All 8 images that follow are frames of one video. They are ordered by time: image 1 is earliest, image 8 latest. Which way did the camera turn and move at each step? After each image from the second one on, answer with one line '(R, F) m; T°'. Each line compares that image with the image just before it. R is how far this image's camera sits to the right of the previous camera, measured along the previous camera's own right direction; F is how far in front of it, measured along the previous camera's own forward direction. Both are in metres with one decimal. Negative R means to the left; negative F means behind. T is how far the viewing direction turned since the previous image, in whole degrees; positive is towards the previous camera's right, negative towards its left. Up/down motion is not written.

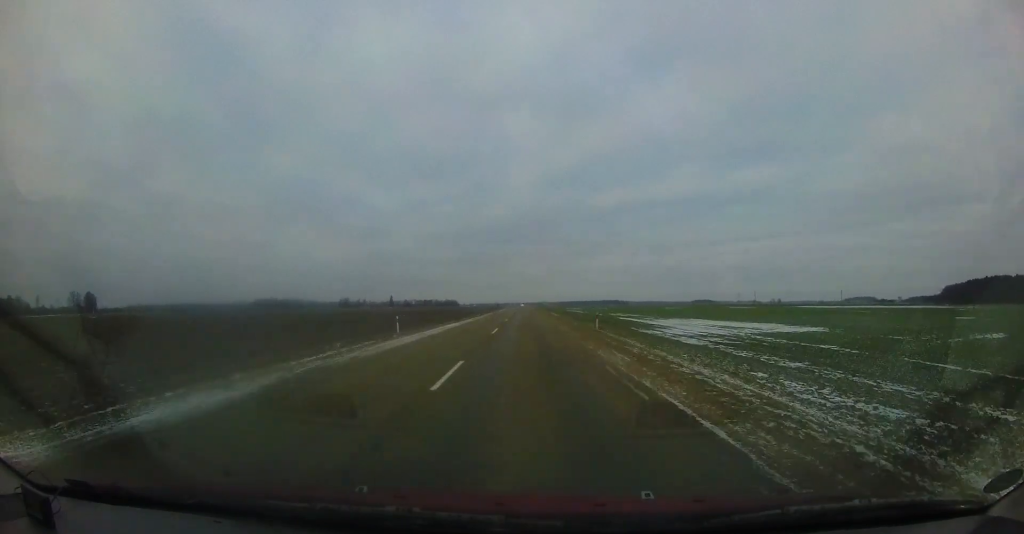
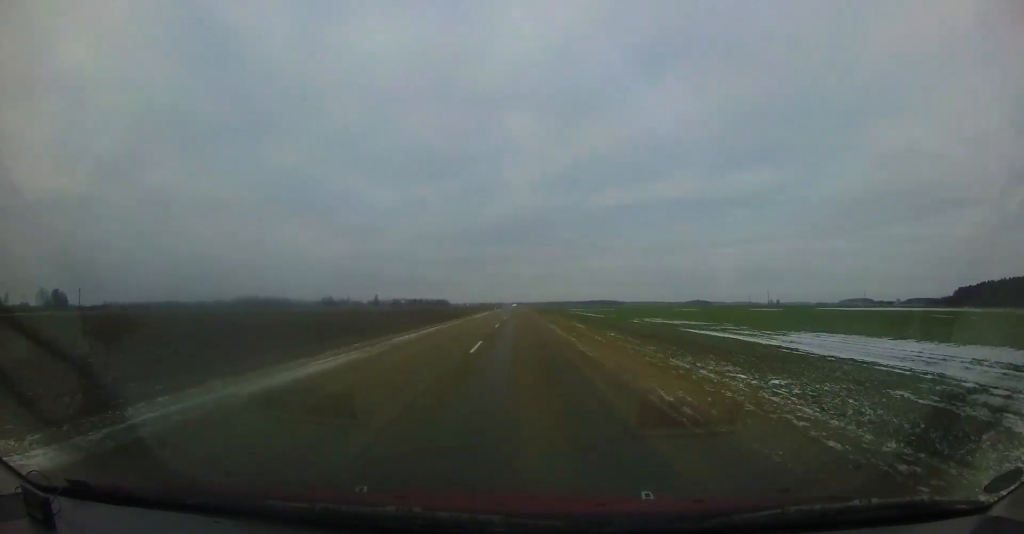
(+0.4, +31.2) m; +1°
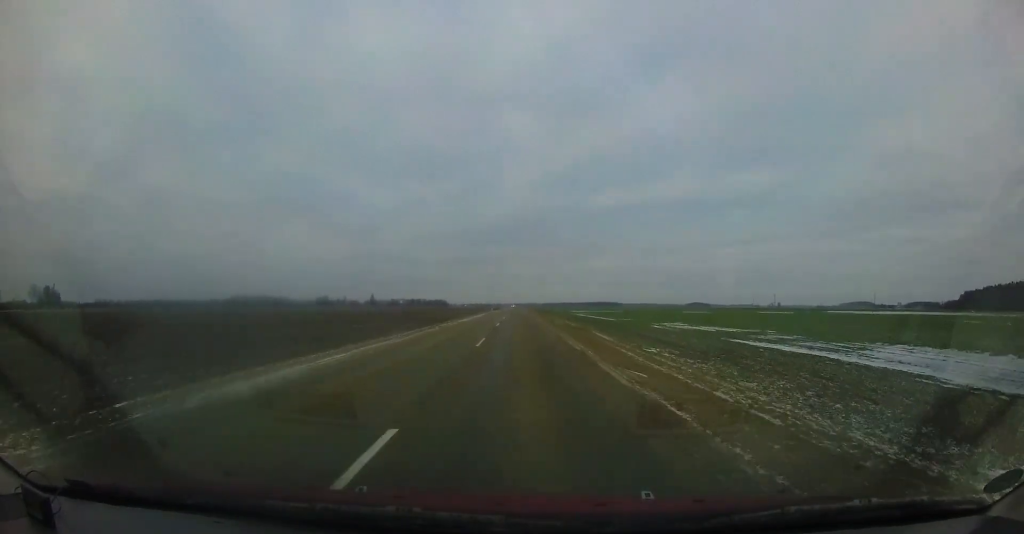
(0.0, +9.8) m; 0°
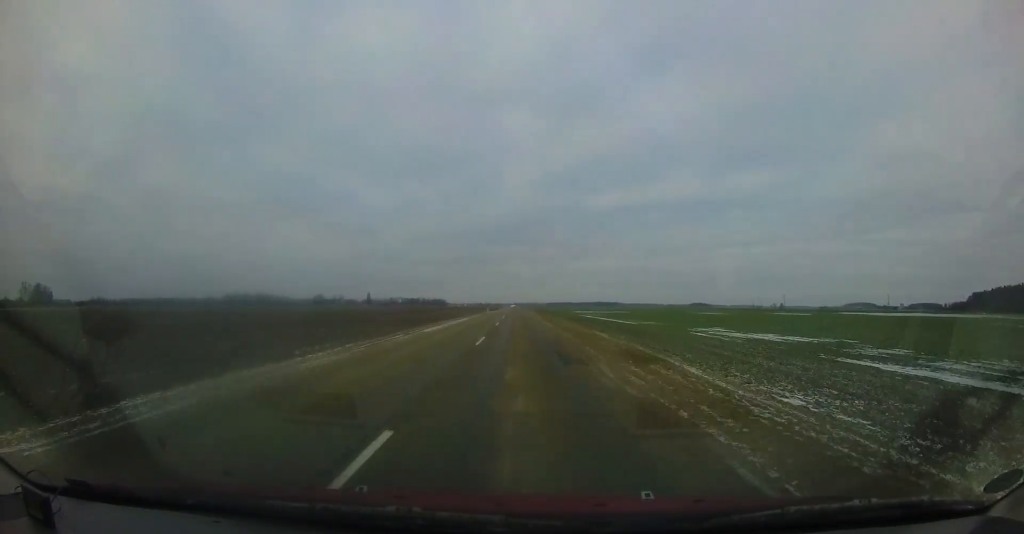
(0.0, +12.0) m; 0°
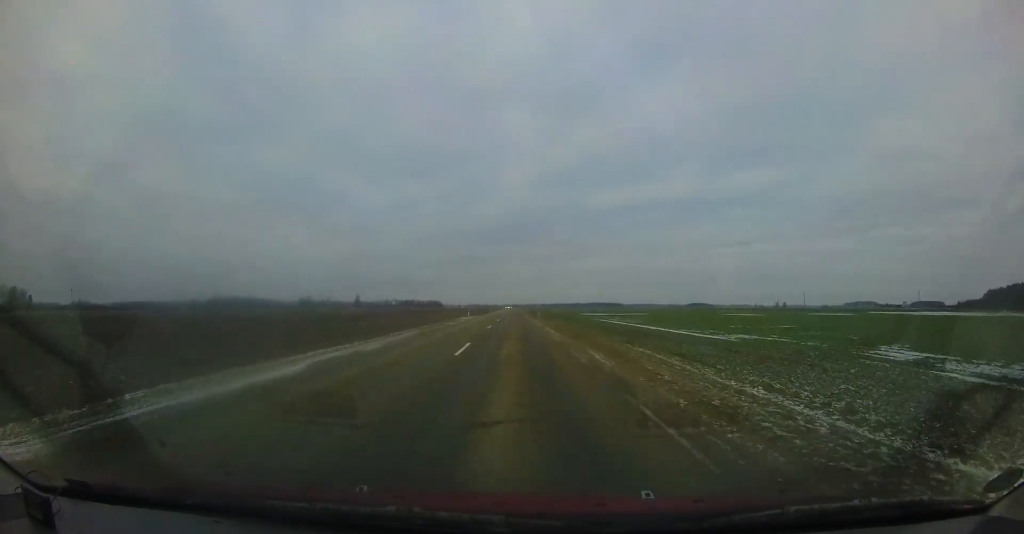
(-0.1, +26.7) m; -1°
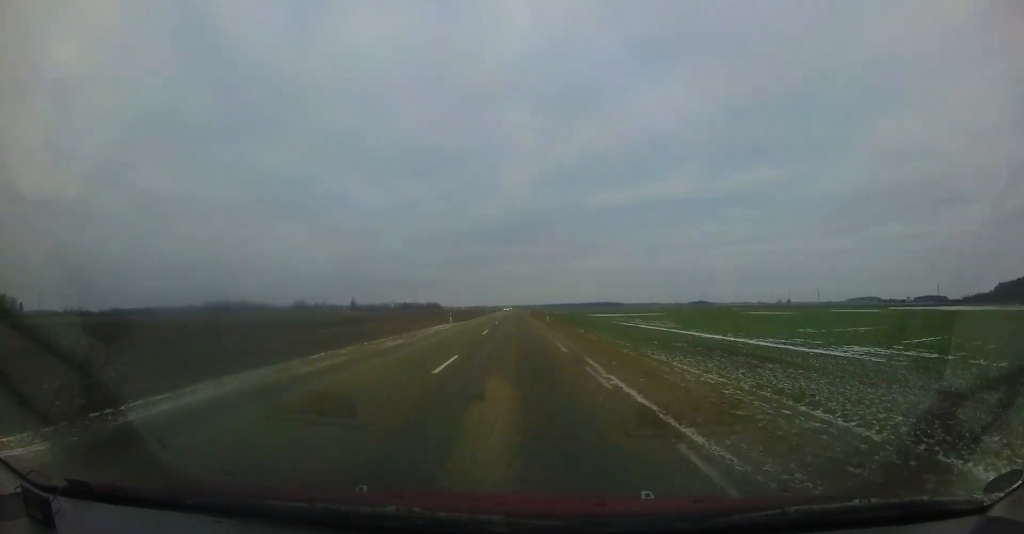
(-0.1, +14.2) m; 0°
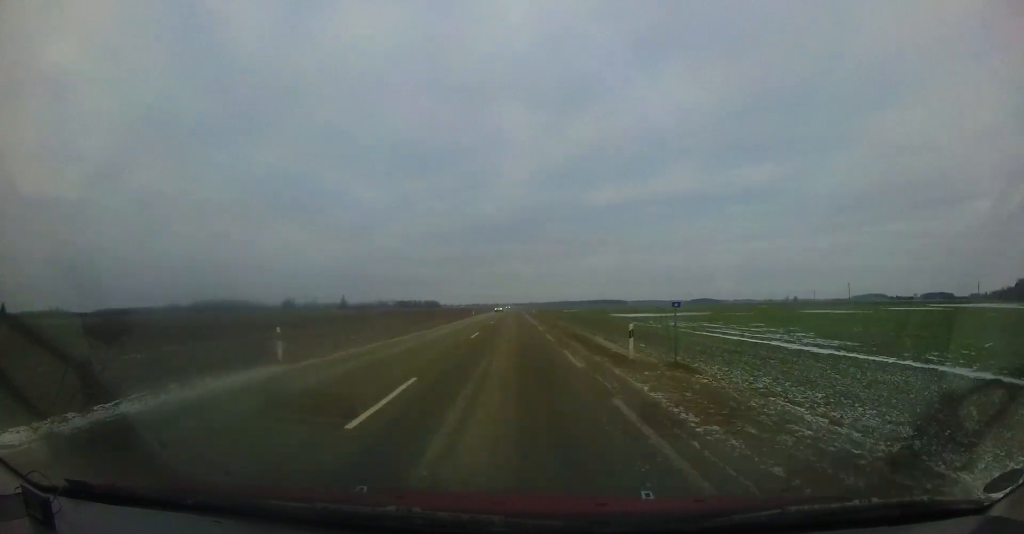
(+0.2, +28.0) m; 0°
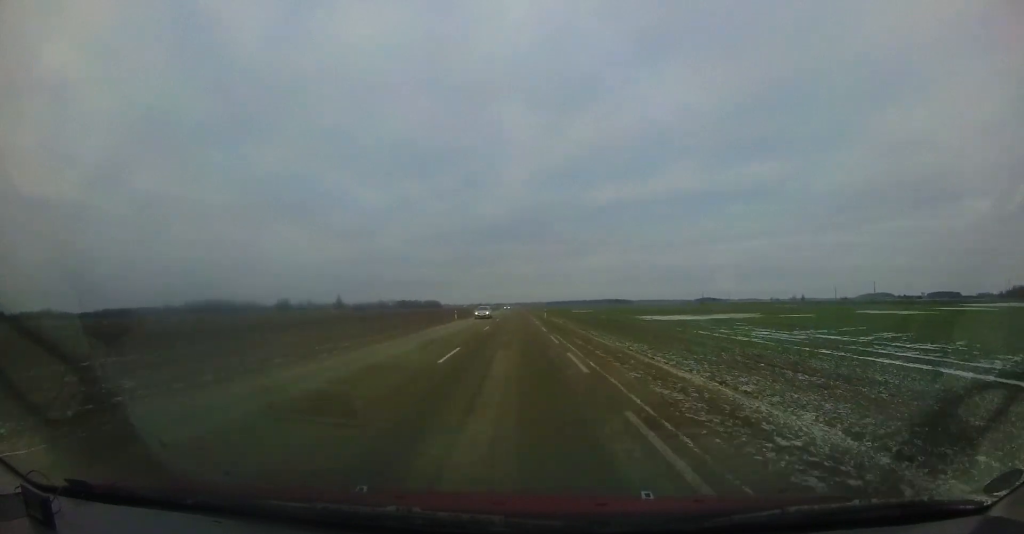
(-0.2, +19.0) m; 0°
